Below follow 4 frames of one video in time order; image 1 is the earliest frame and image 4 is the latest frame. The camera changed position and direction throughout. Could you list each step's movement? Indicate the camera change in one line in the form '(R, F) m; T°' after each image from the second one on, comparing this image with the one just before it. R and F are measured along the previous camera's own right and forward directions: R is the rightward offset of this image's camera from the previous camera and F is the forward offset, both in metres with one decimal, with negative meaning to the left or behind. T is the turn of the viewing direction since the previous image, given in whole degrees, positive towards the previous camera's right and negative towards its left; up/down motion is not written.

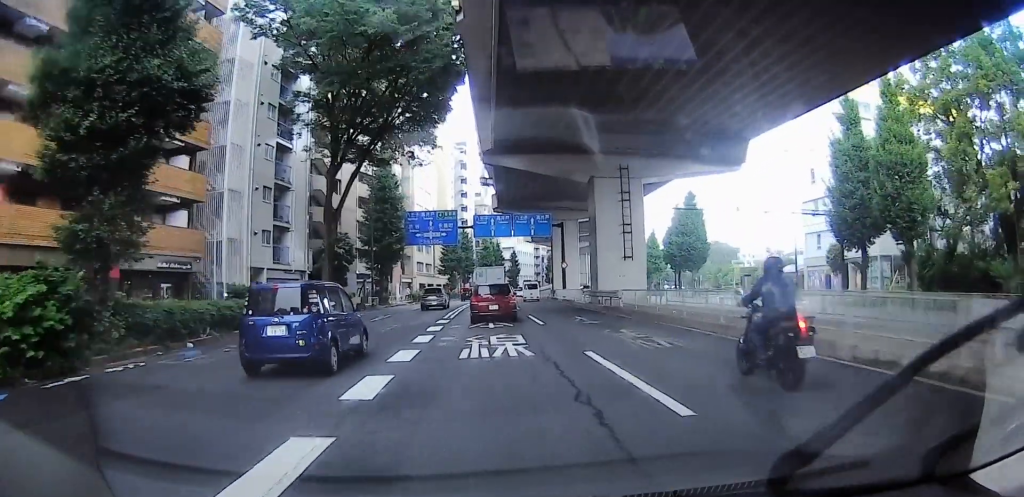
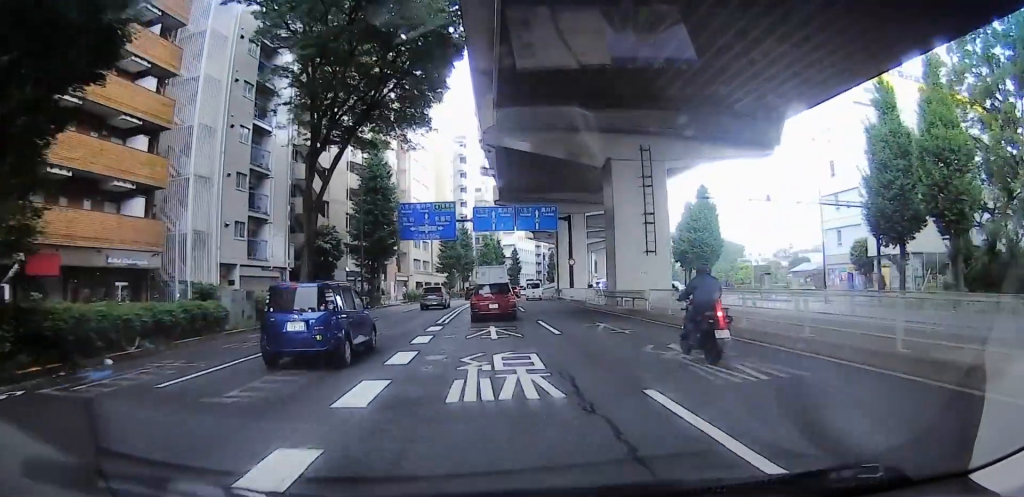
(0.0, +4.0) m; +1°
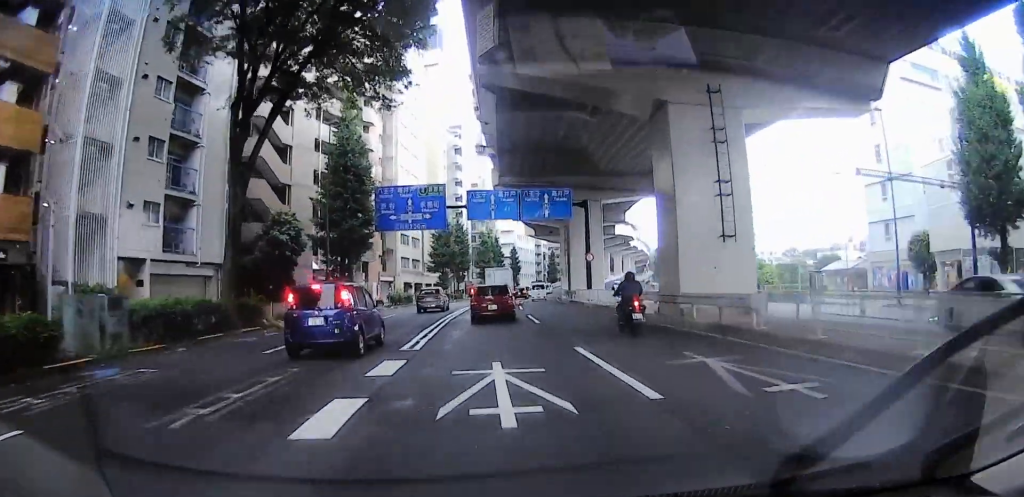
(+0.2, +8.1) m; +6°
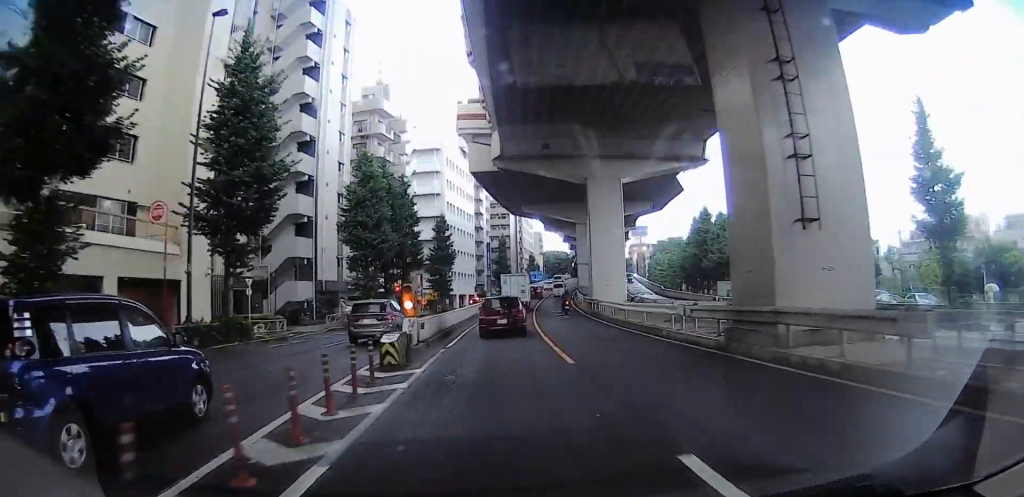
(-0.1, +52.4) m; -25°
